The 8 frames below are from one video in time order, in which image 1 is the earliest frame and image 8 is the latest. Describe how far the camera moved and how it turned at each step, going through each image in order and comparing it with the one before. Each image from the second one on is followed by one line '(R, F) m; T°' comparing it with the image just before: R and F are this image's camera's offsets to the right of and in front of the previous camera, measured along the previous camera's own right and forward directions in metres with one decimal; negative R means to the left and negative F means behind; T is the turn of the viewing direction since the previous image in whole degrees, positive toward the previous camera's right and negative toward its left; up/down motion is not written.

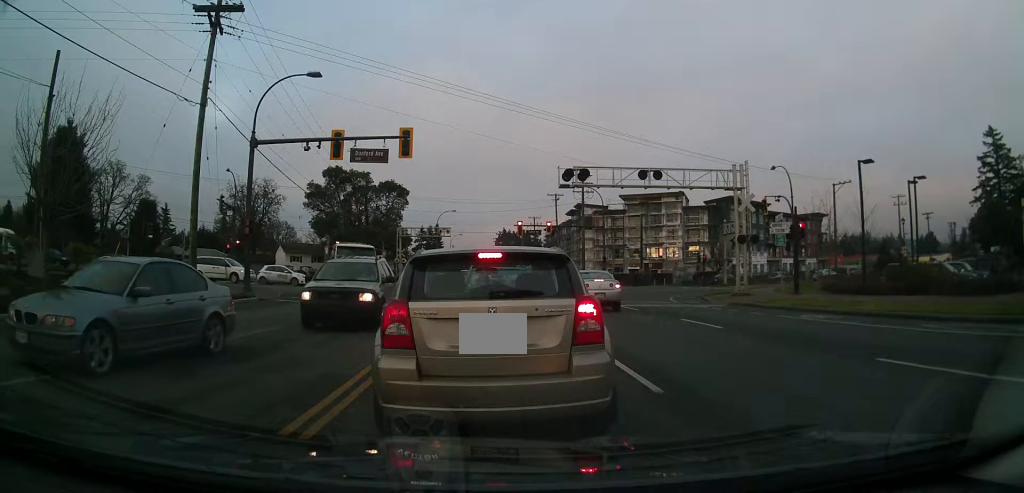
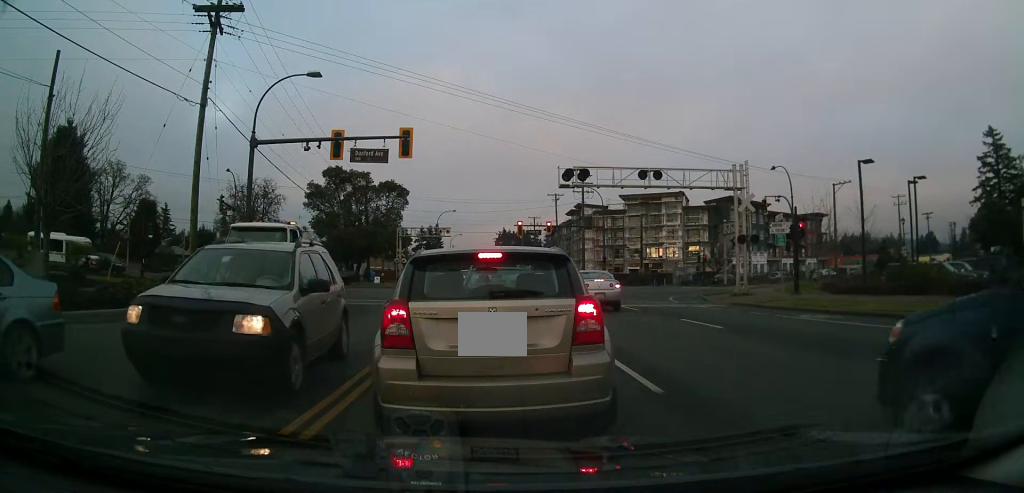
(0.0, 0.0) m; 0°
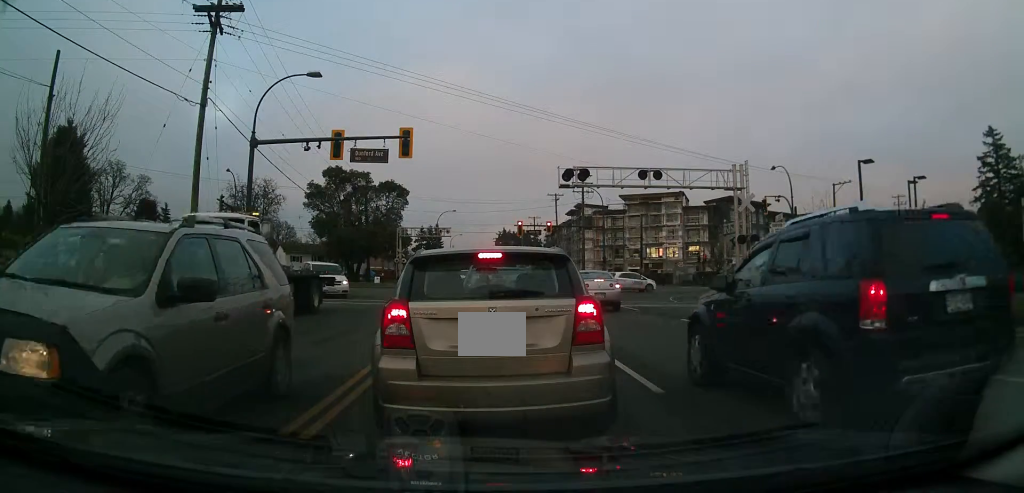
(0.0, 0.0) m; 0°
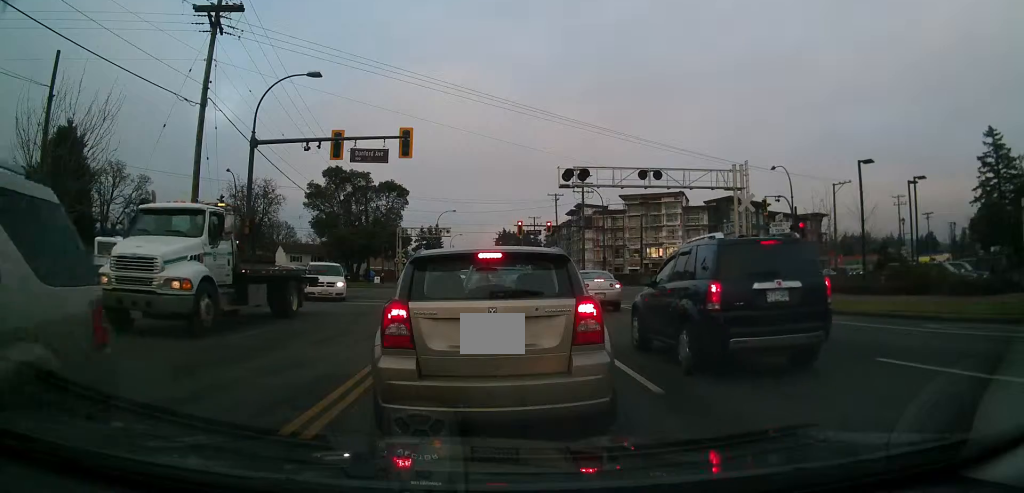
(0.0, 0.0) m; 0°
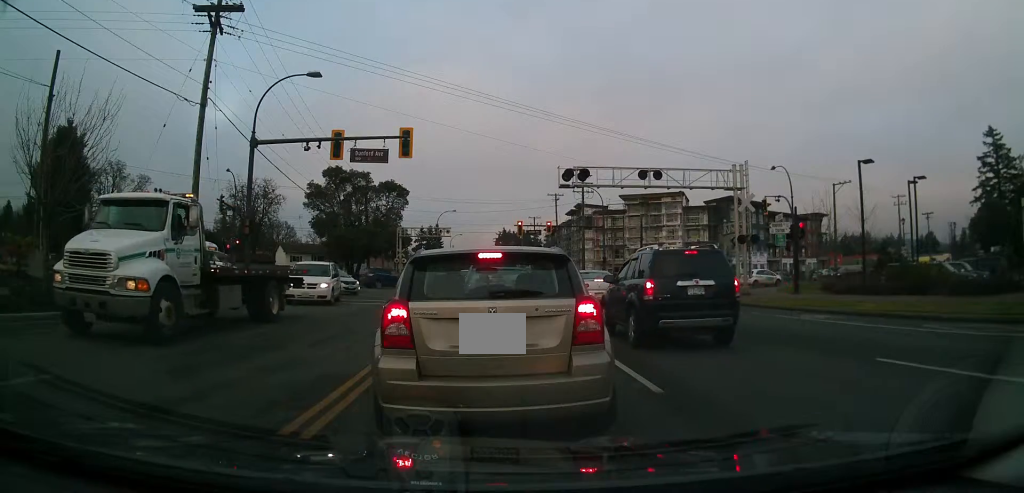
(0.0, 0.0) m; 0°
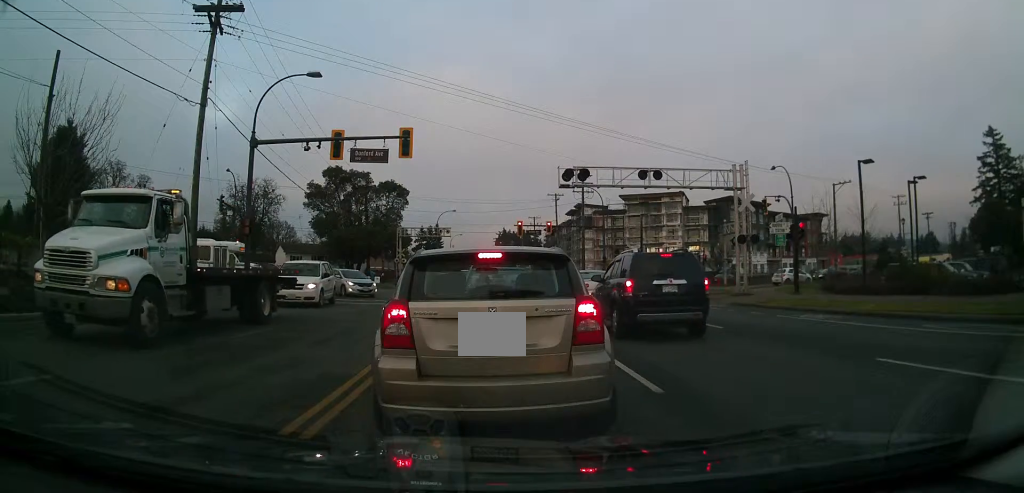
(0.0, 0.0) m; 0°
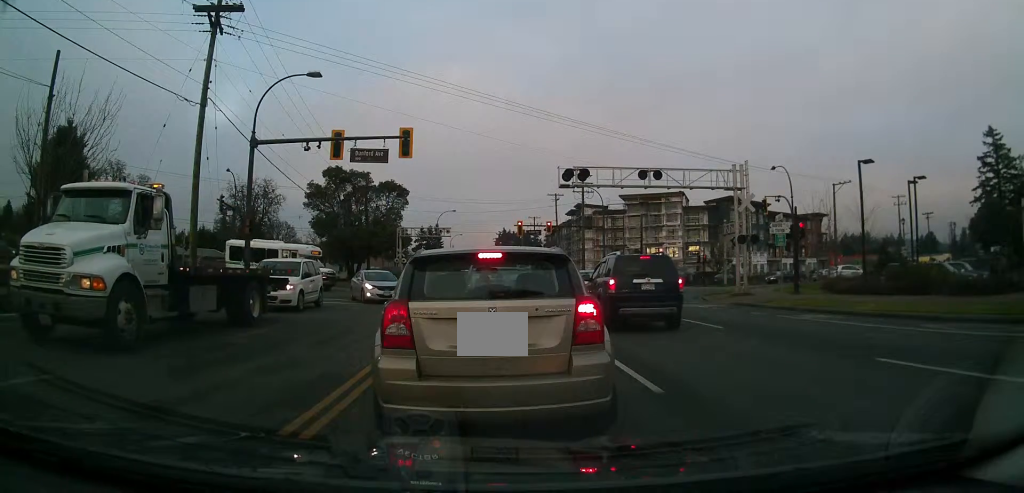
(0.0, 0.0) m; 0°
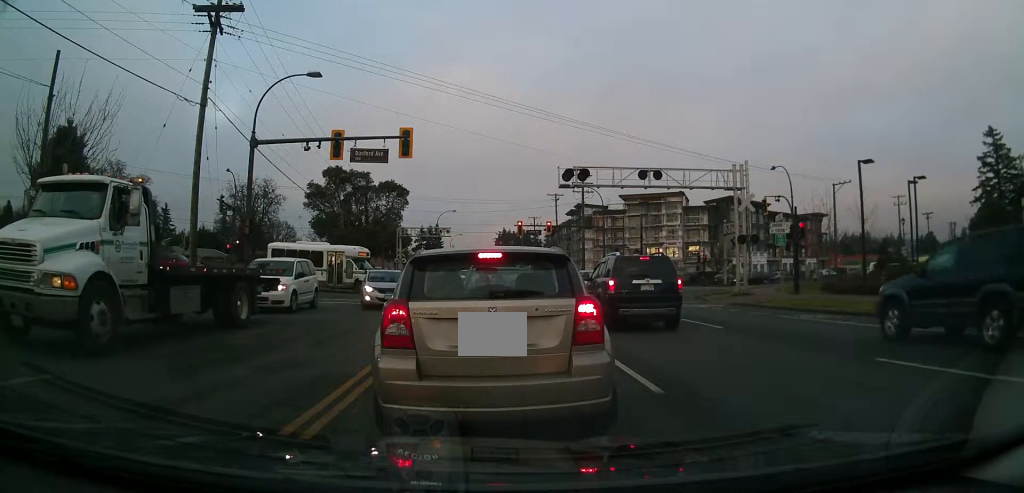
(0.0, 0.0) m; 0°
